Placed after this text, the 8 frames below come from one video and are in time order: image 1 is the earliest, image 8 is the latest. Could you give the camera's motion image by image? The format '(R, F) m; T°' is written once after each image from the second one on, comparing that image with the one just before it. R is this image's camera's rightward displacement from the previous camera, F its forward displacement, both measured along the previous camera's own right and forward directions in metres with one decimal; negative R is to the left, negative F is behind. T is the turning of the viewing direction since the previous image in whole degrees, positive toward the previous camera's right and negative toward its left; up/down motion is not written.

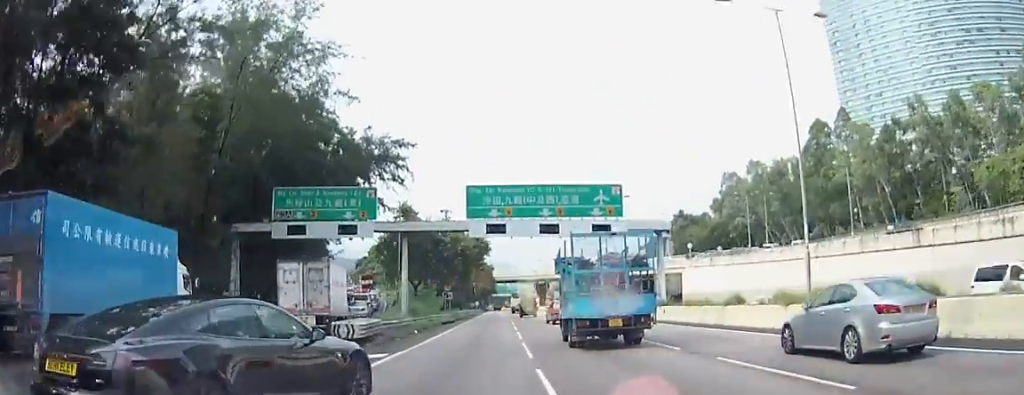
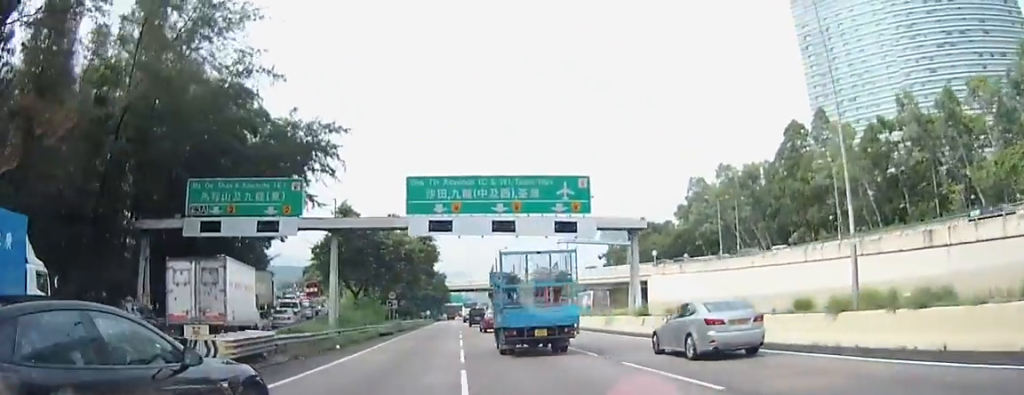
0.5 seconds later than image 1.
(+0.3, +7.0) m; +4°
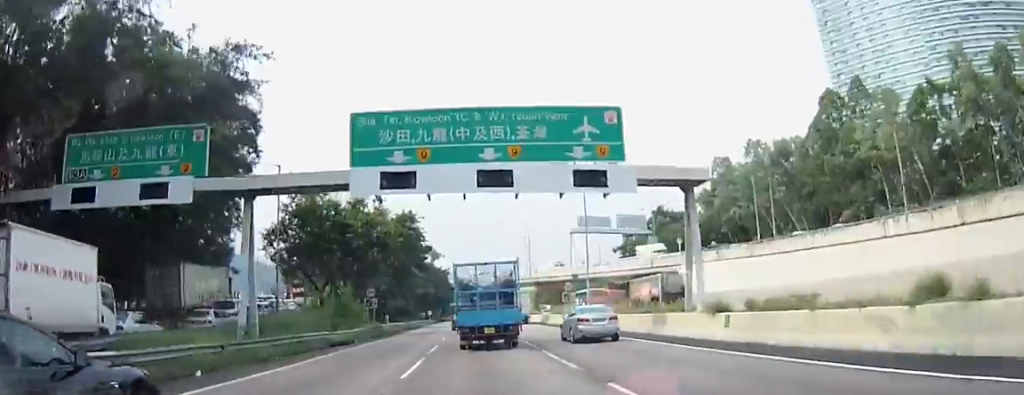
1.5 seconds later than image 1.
(+0.8, +12.7) m; -2°
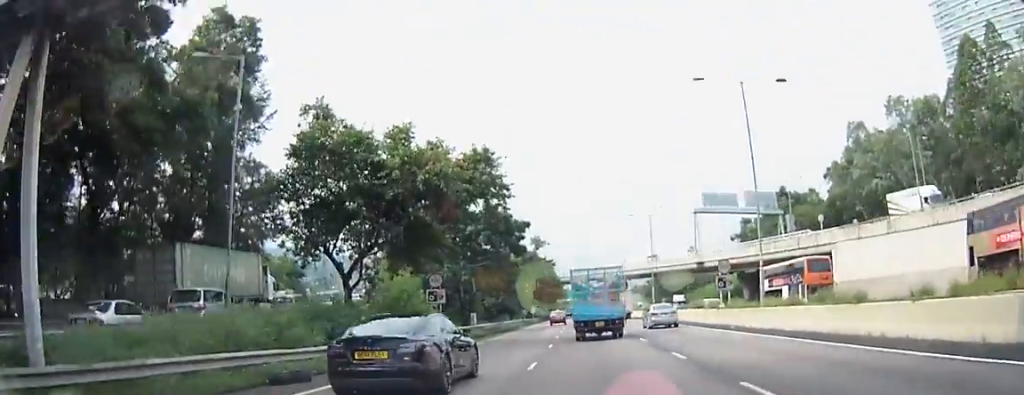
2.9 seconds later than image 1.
(-1.8, +18.3) m; -7°
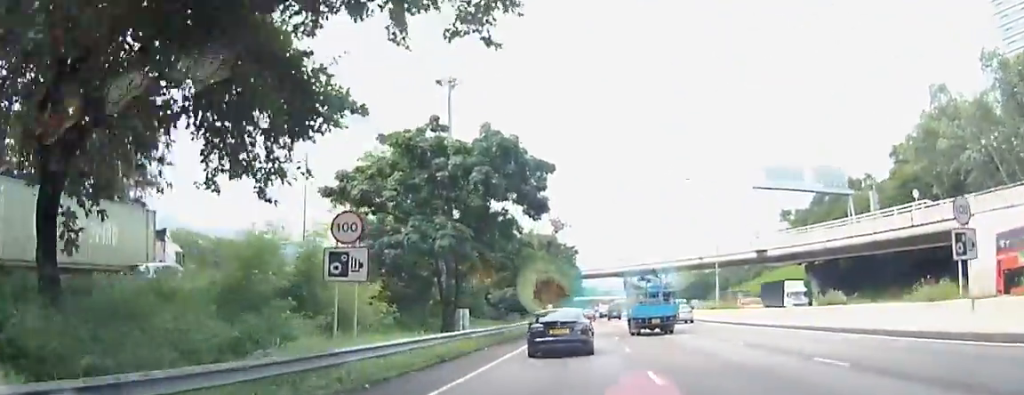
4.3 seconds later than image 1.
(-0.1, +22.9) m; 0°
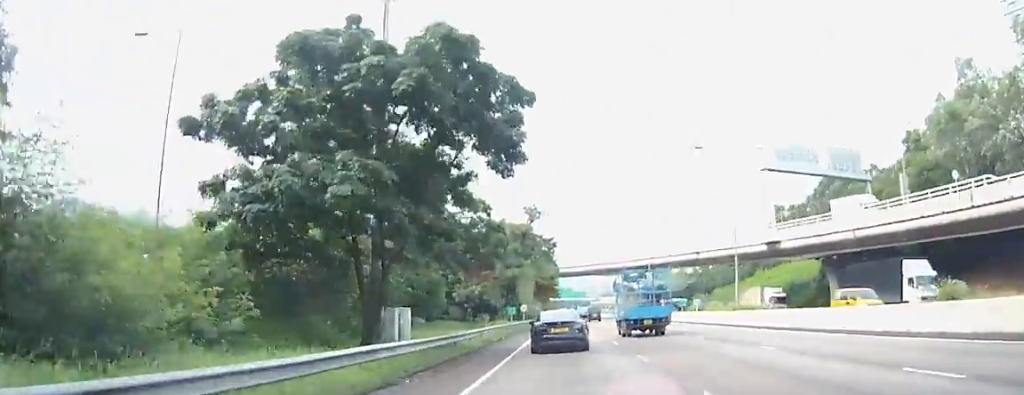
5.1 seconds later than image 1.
(0.0, +12.7) m; 0°
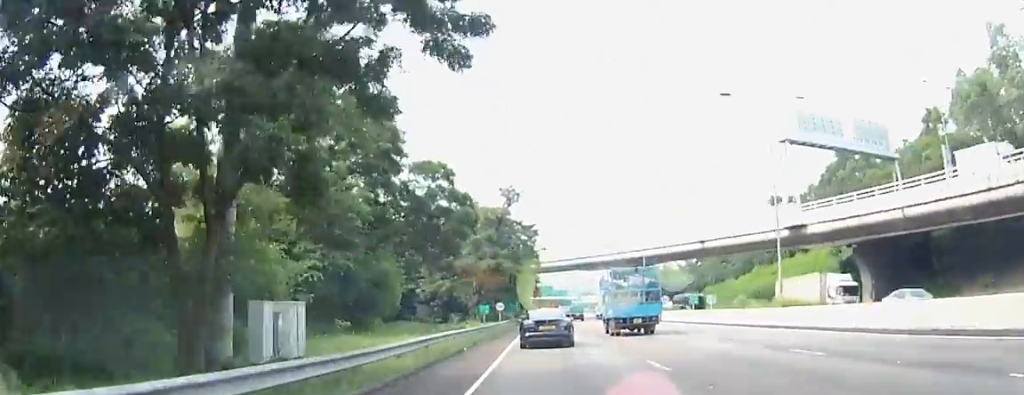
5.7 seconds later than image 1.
(0.0, +12.0) m; 0°
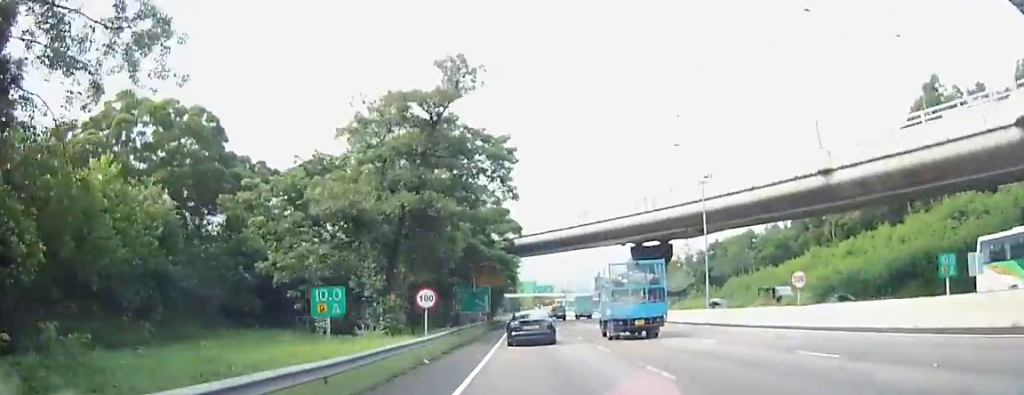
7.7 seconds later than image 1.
(0.0, +37.4) m; +1°
